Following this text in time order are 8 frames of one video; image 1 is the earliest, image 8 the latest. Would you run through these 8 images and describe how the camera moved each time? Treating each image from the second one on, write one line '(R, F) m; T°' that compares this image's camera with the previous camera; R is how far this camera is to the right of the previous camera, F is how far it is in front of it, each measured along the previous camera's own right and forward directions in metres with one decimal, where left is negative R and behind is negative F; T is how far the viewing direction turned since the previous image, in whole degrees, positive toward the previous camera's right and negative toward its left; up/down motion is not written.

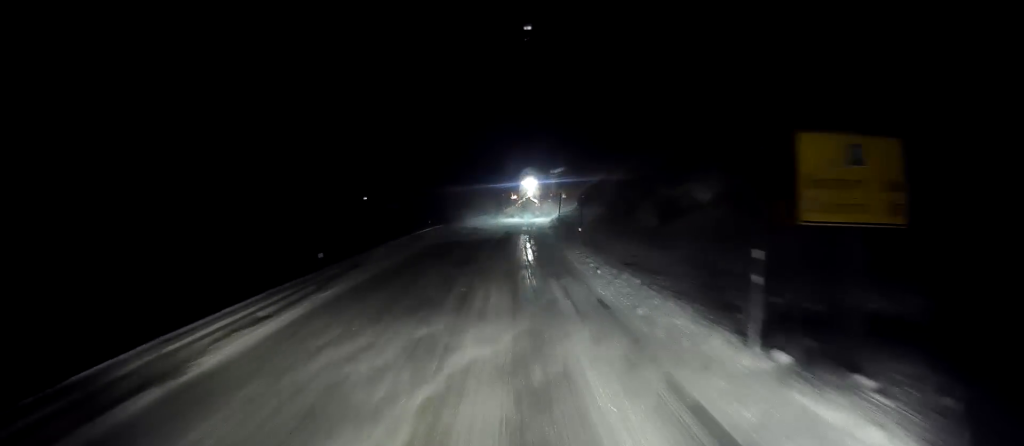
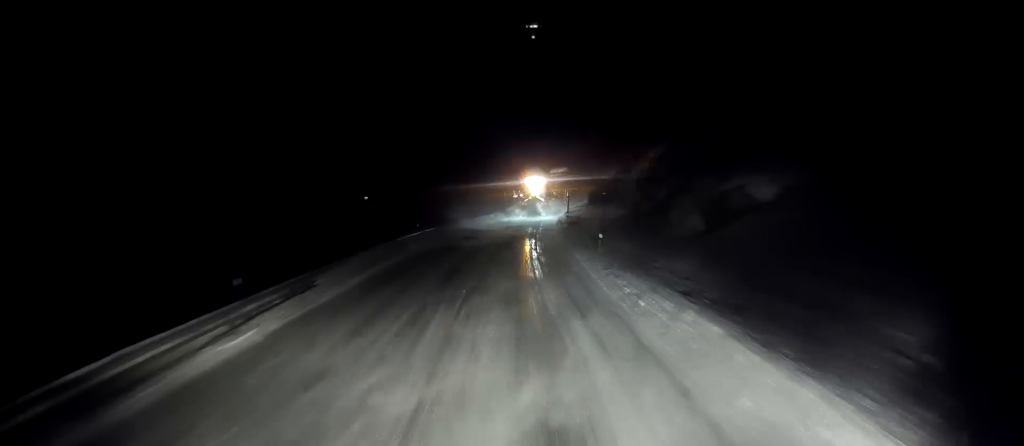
(0.0, +5.1) m; 0°
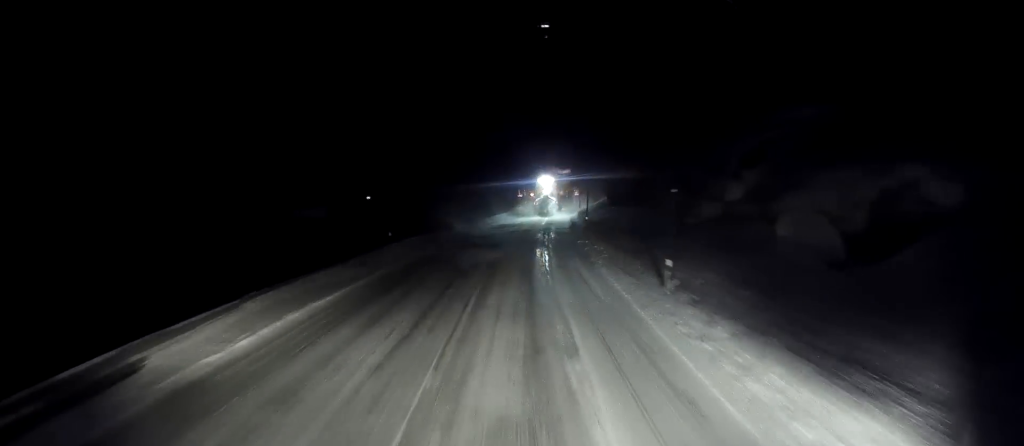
(0.0, +8.1) m; +1°
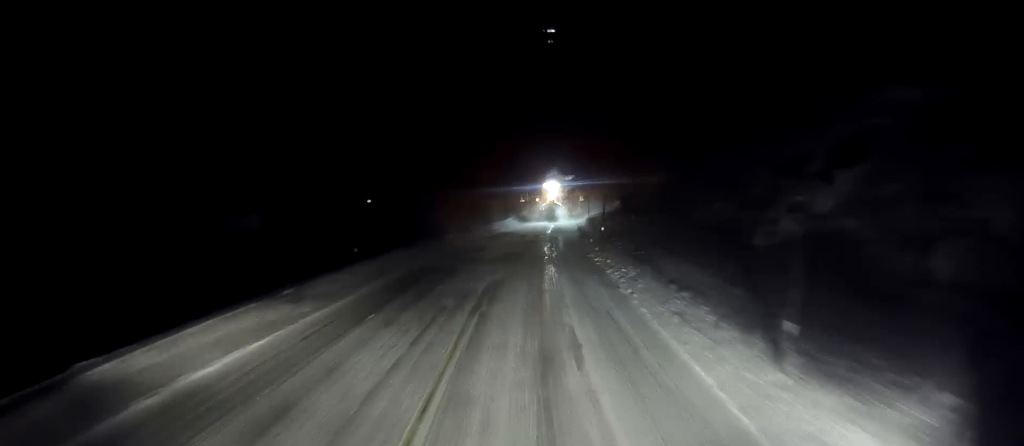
(+0.1, +5.1) m; 0°
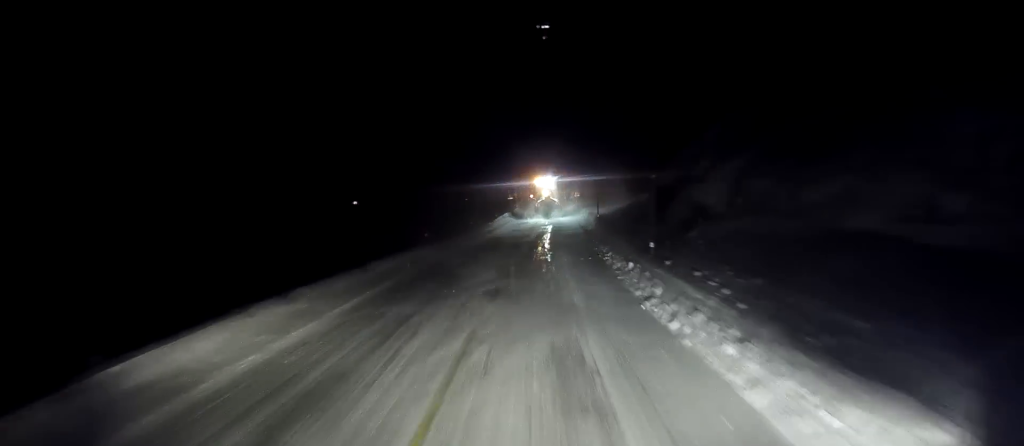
(+0.1, +11.4) m; 0°
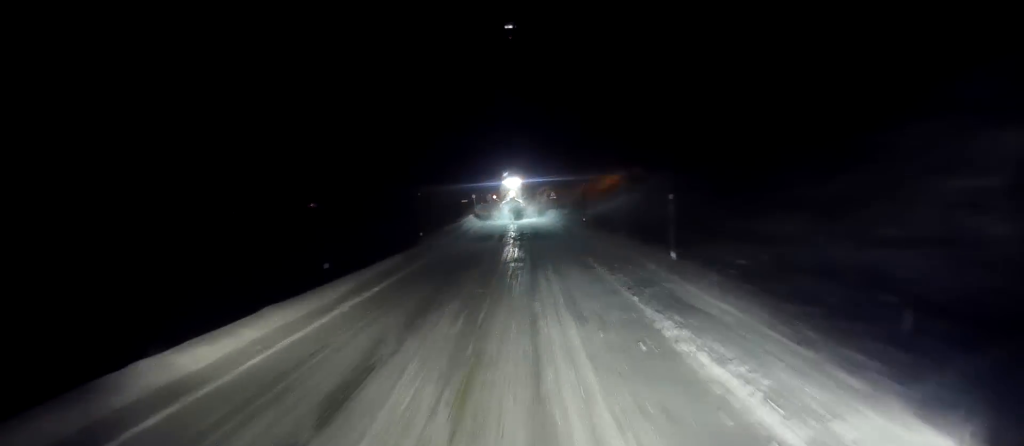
(0.0, +23.1) m; +1°
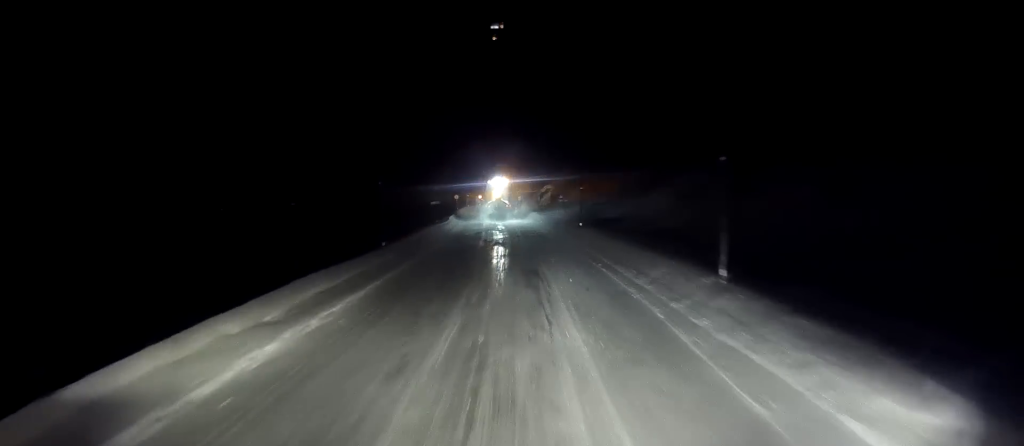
(+0.3, +22.2) m; +1°
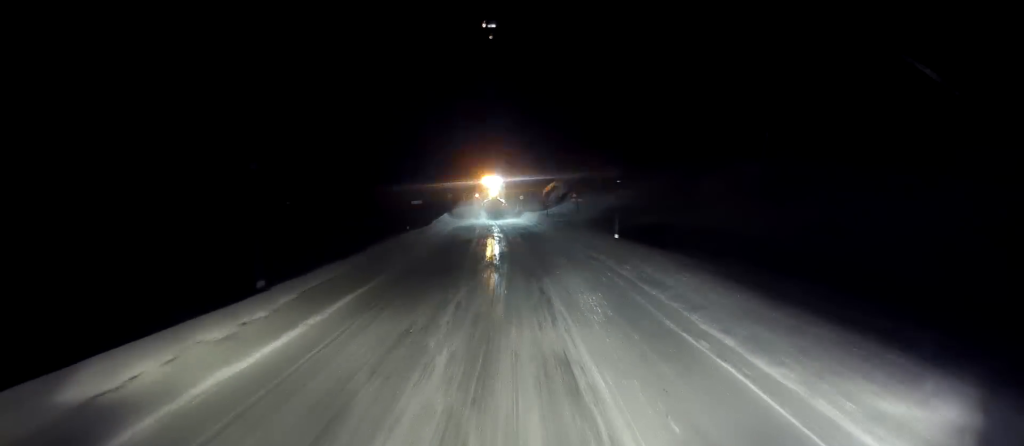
(-0.1, +9.9) m; 0°
